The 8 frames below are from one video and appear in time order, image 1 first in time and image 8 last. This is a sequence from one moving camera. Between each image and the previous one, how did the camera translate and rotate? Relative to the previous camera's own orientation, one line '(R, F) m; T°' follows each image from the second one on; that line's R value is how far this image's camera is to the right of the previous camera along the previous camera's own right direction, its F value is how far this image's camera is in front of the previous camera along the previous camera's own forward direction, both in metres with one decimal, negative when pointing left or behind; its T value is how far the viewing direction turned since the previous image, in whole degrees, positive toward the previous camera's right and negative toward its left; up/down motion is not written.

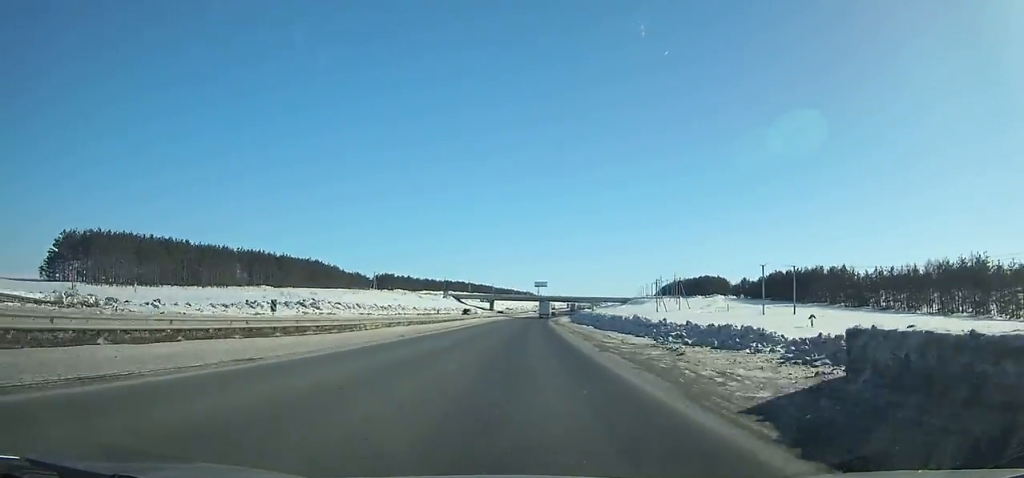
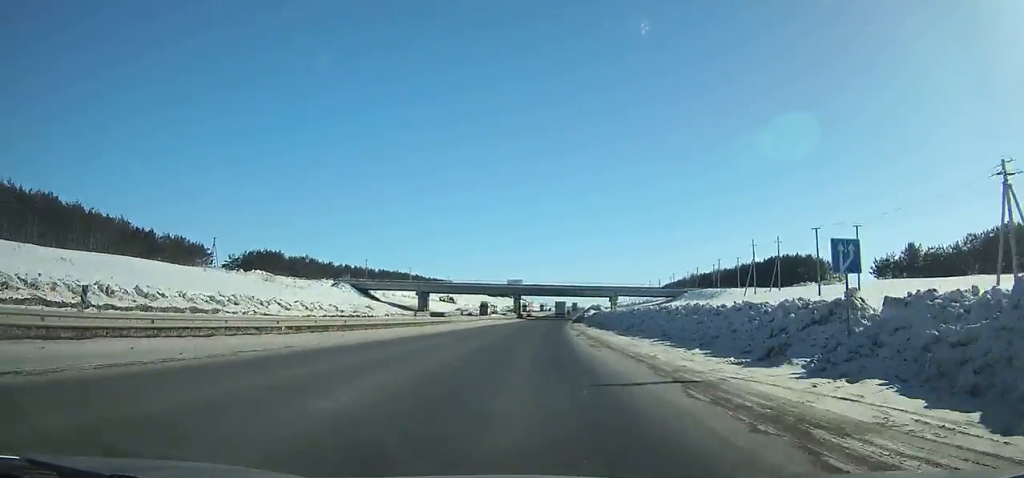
(+2.6, +113.9) m; +3°
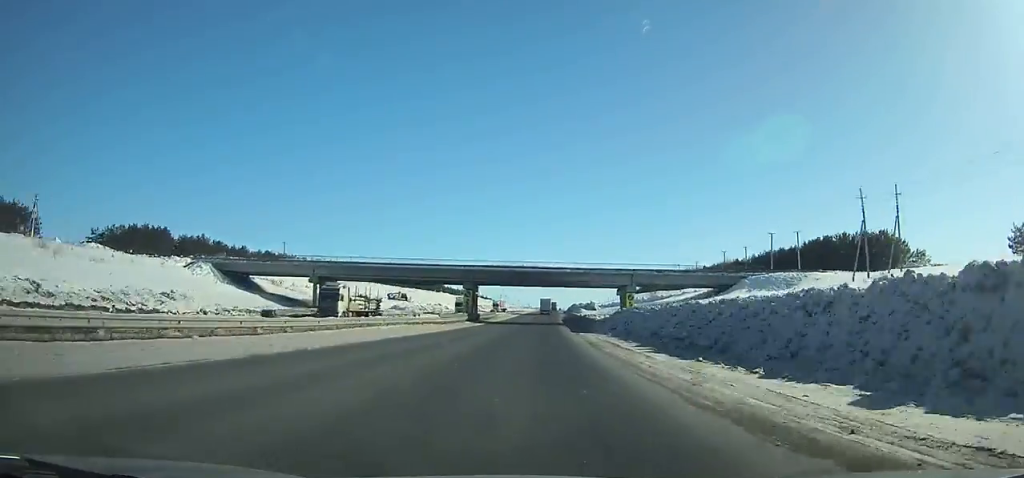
(+0.9, +49.8) m; +2°
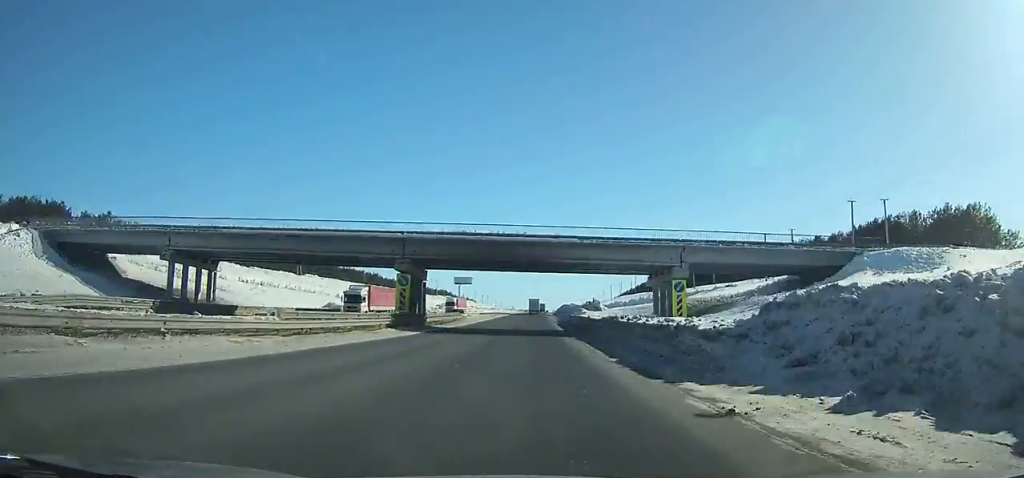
(+0.5, +31.8) m; +1°
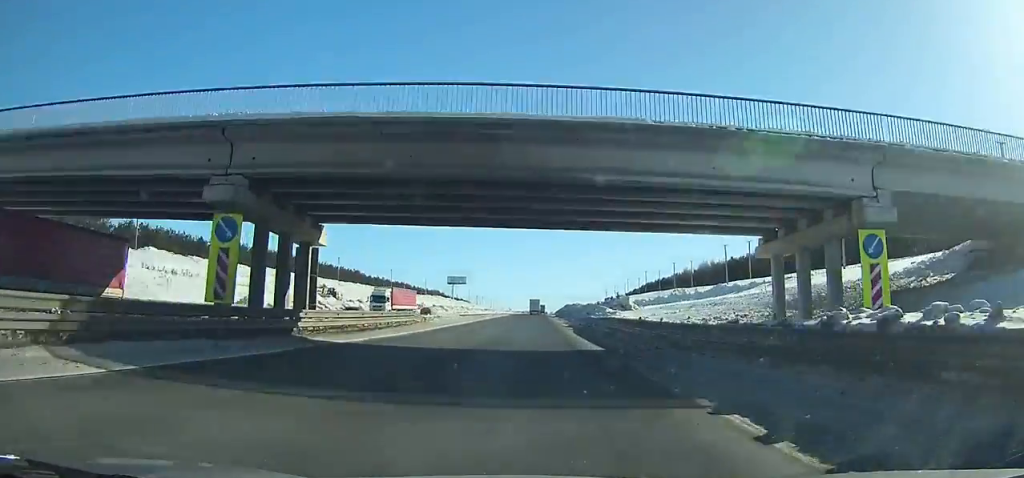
(+0.2, +27.3) m; +1°
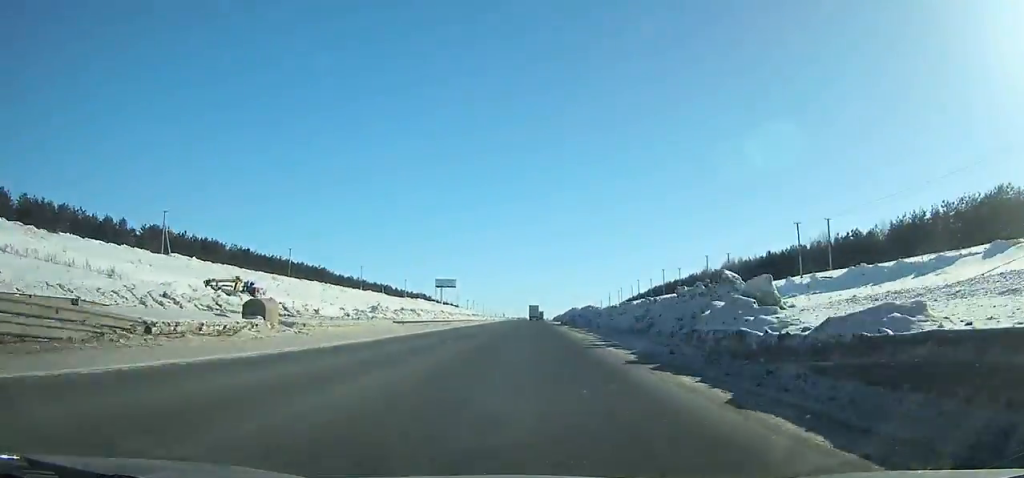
(+0.4, +37.4) m; +1°
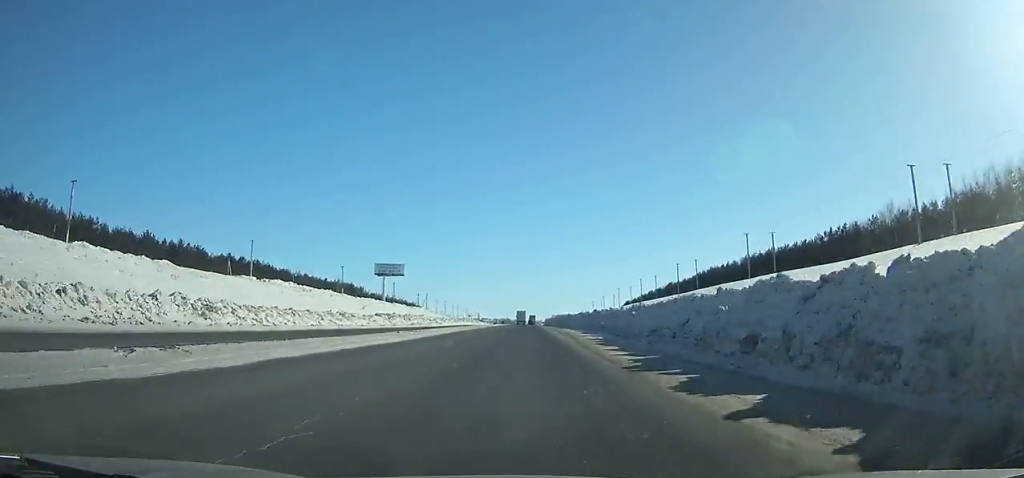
(+2.0, +135.2) m; +1°
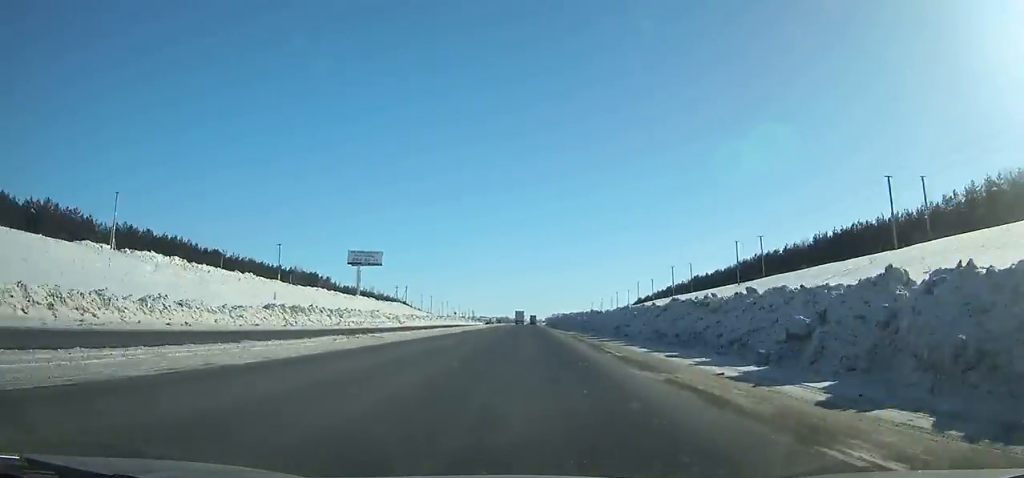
(+0.2, +45.2) m; 0°
